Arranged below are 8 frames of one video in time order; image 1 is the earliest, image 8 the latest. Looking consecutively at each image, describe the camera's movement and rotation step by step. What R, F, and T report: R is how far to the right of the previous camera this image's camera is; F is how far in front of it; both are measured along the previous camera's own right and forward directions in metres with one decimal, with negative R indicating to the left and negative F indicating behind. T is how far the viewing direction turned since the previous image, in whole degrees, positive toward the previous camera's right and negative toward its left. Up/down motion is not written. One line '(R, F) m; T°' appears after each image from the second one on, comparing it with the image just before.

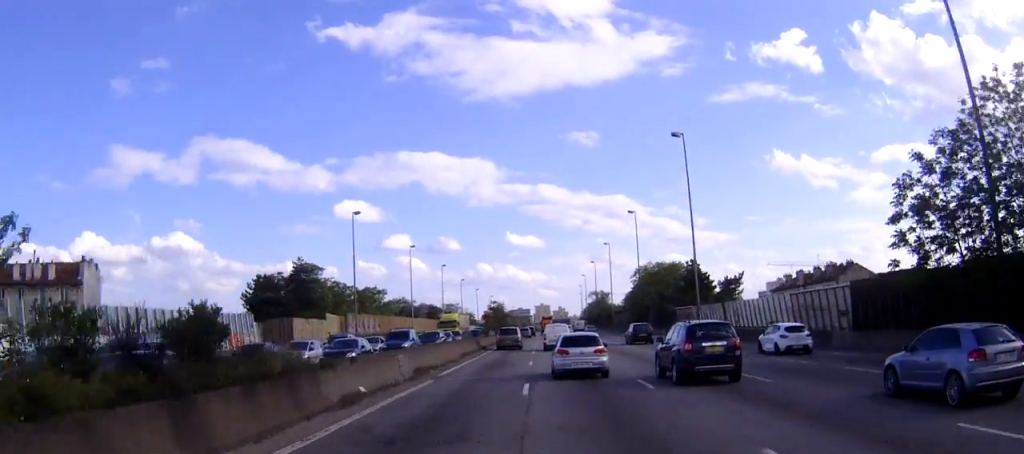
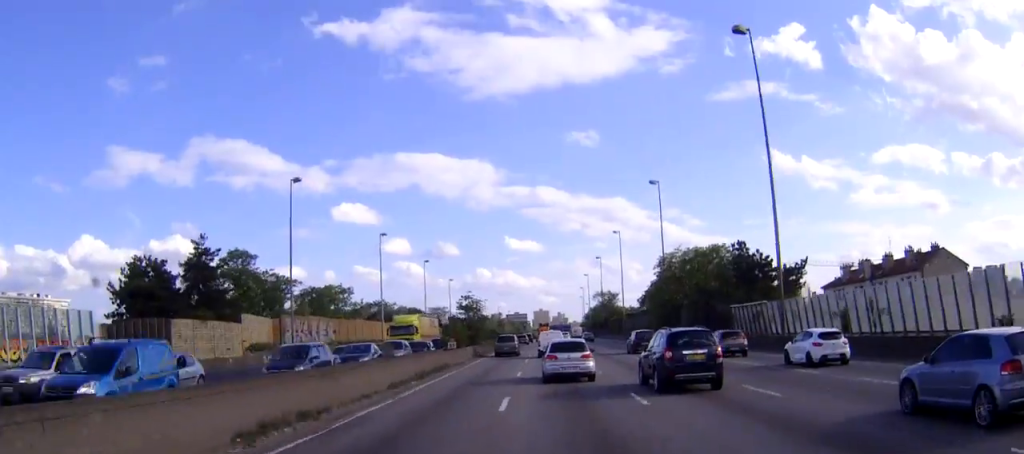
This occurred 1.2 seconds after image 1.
(0.0, +27.8) m; 0°
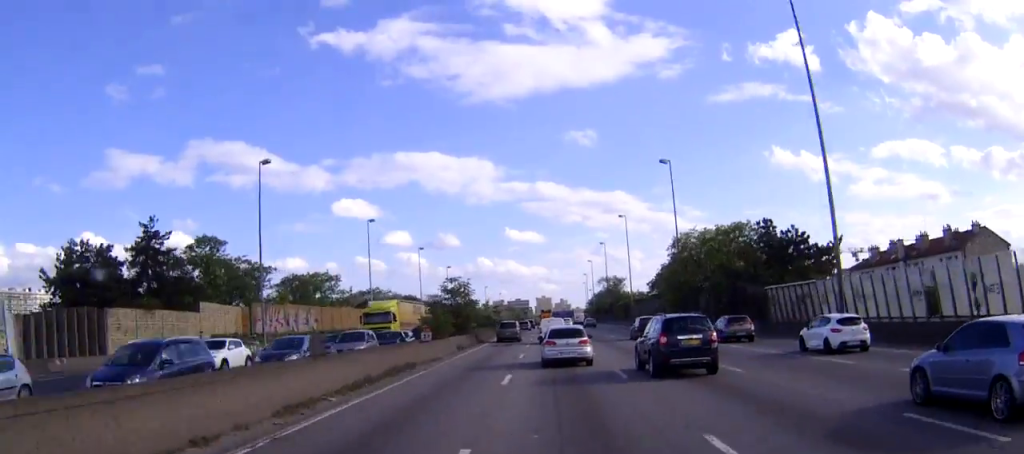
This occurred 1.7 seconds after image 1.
(0.0, +9.8) m; 0°
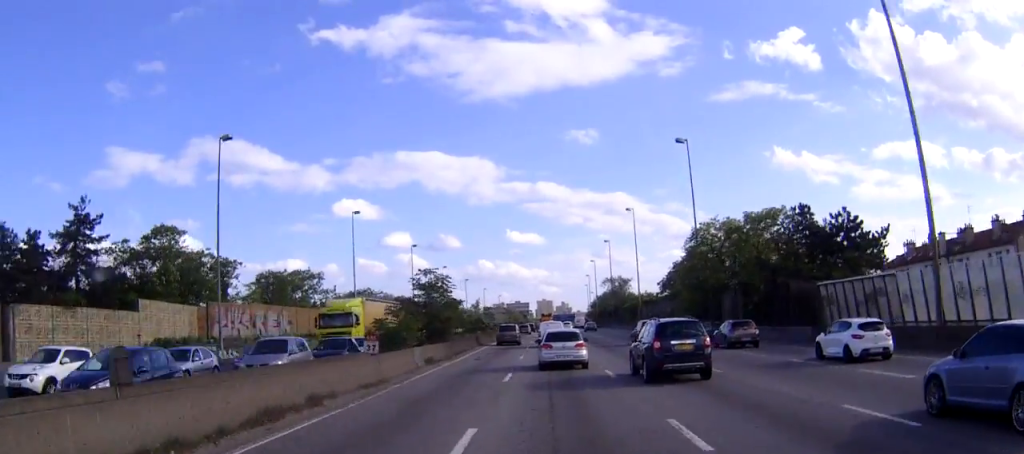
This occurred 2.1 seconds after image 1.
(0.0, +10.5) m; 0°
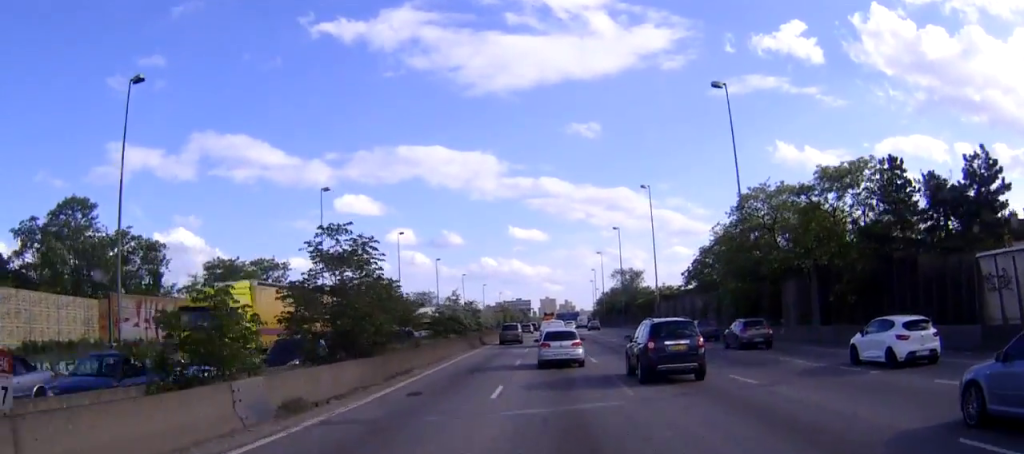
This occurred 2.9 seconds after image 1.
(-0.1, +17.3) m; 0°
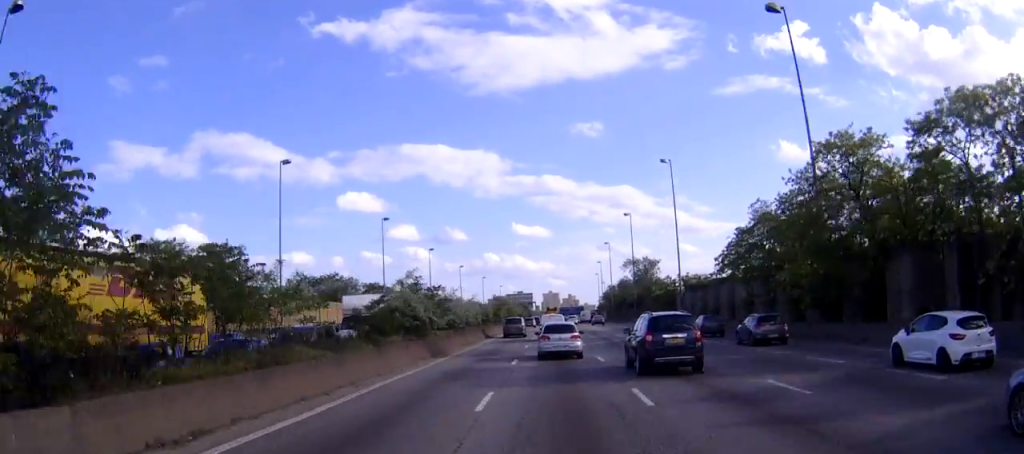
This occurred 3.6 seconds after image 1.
(0.0, +16.4) m; 0°
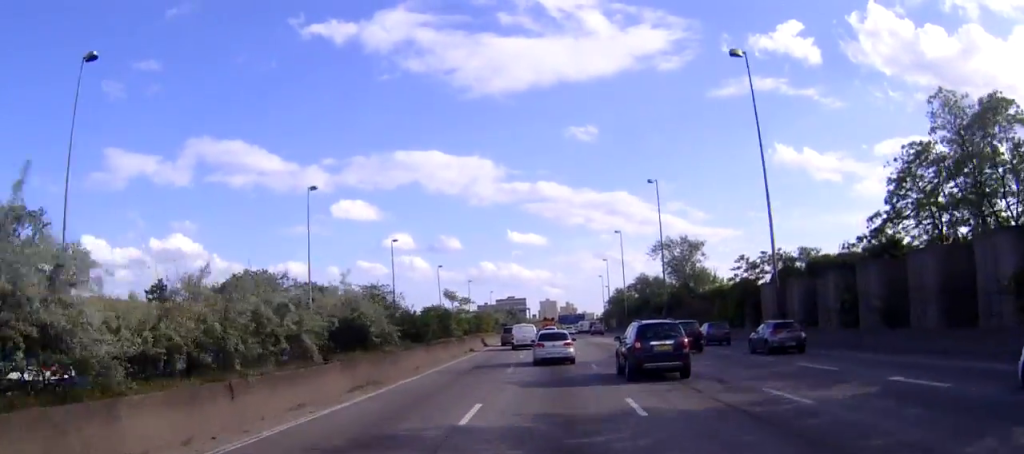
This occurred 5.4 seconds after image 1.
(0.0, +38.8) m; 0°
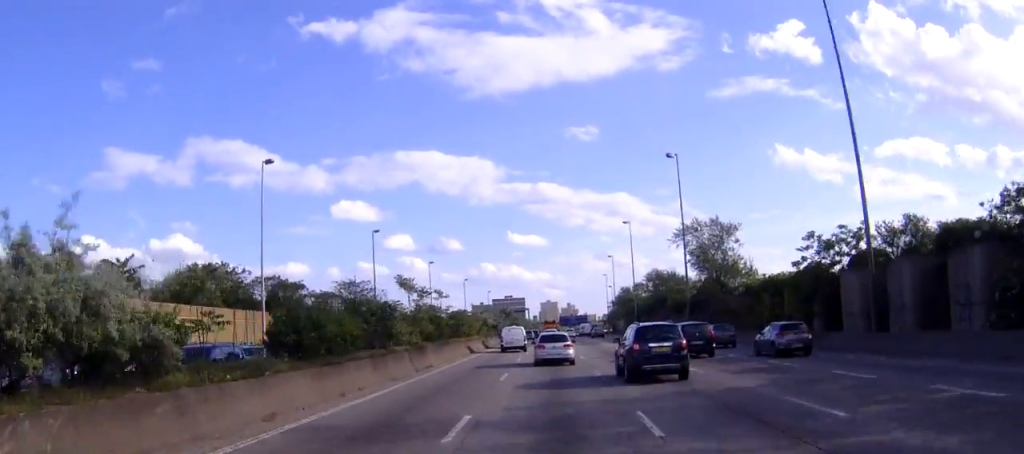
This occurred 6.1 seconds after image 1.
(-0.1, +15.7) m; 0°
